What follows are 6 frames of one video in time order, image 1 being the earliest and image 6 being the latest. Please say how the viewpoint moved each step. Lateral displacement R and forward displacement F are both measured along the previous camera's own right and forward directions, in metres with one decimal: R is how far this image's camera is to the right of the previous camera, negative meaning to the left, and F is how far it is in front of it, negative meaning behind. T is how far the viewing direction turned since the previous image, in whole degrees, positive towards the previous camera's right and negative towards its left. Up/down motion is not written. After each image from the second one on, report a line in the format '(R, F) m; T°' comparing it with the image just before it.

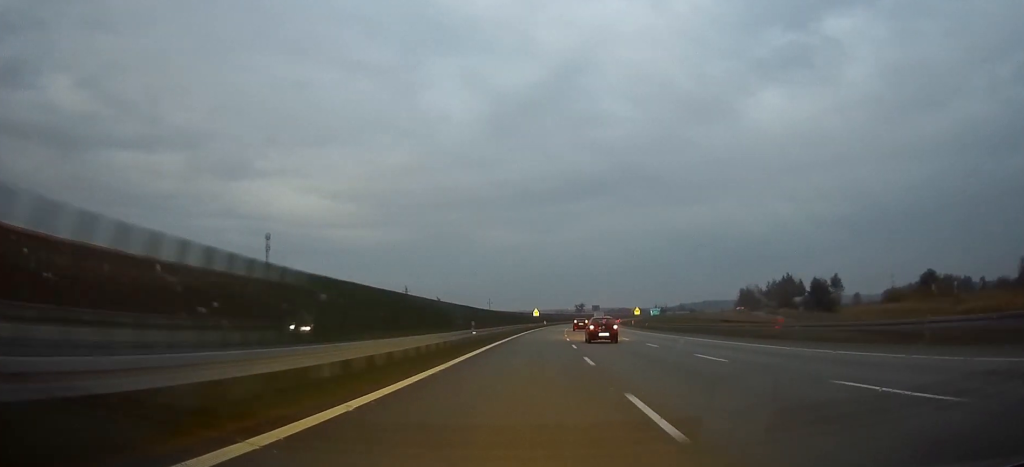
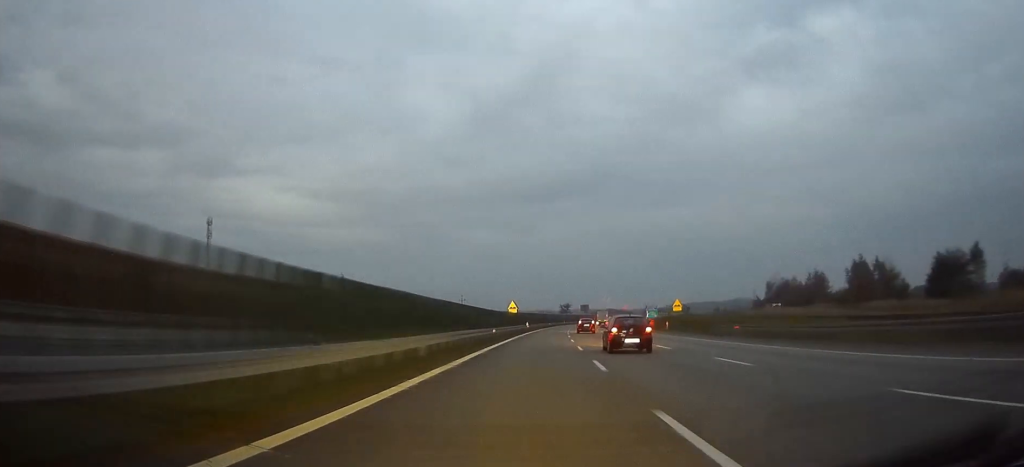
(+0.9, +50.4) m; +2°
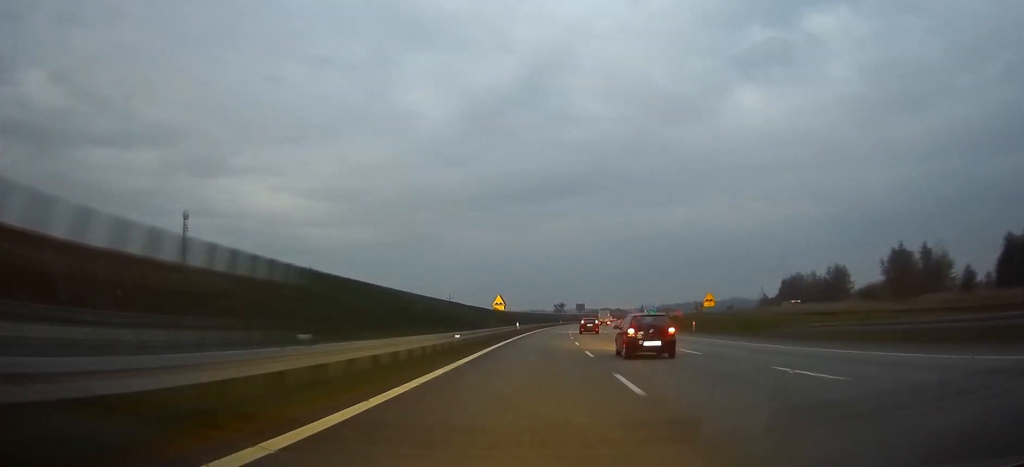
(0.0, +17.6) m; +1°
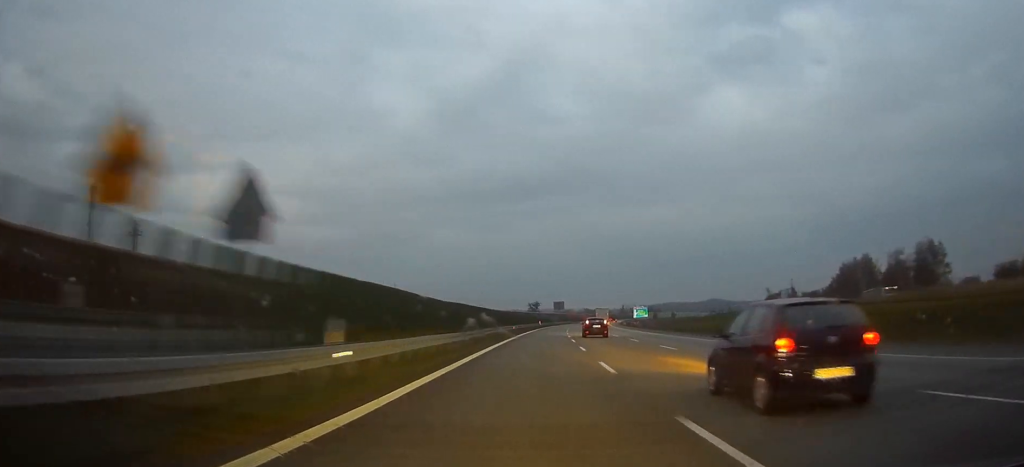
(+1.1, +55.4) m; +2°
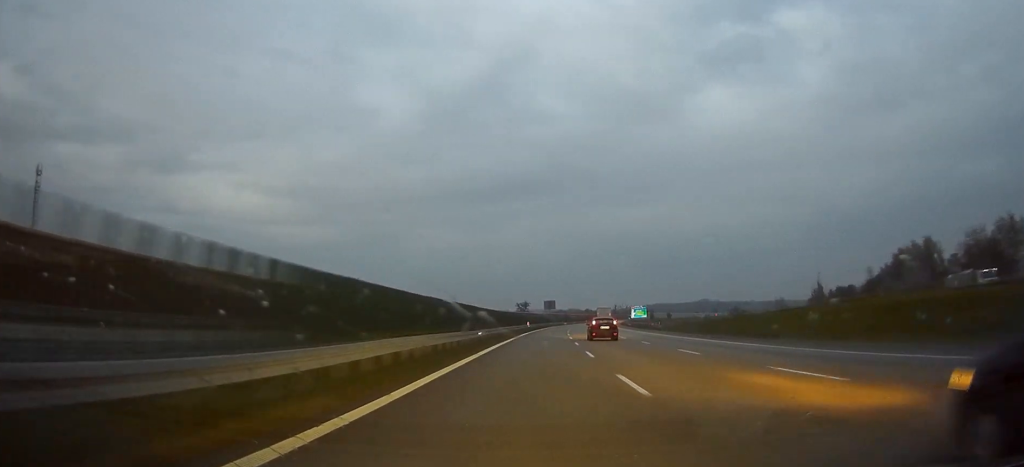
(+0.1, +29.0) m; 0°
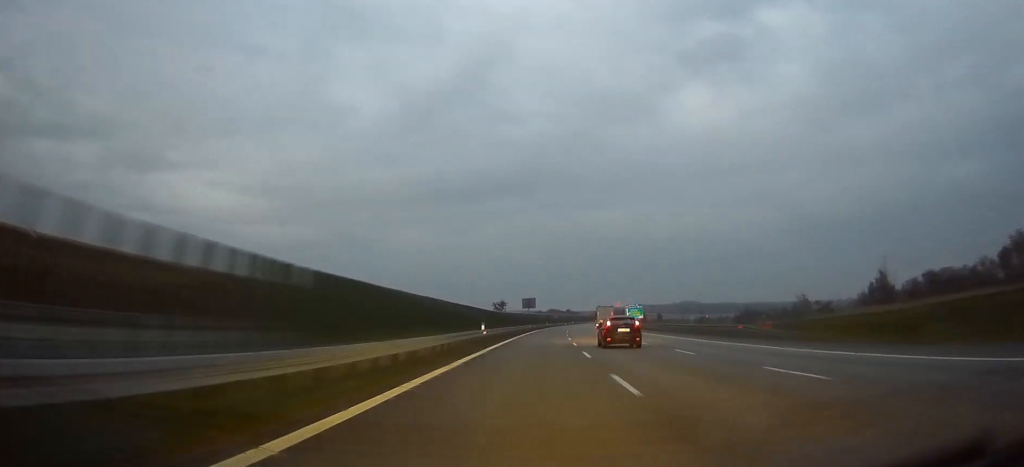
(0.0, +48.1) m; +1°
